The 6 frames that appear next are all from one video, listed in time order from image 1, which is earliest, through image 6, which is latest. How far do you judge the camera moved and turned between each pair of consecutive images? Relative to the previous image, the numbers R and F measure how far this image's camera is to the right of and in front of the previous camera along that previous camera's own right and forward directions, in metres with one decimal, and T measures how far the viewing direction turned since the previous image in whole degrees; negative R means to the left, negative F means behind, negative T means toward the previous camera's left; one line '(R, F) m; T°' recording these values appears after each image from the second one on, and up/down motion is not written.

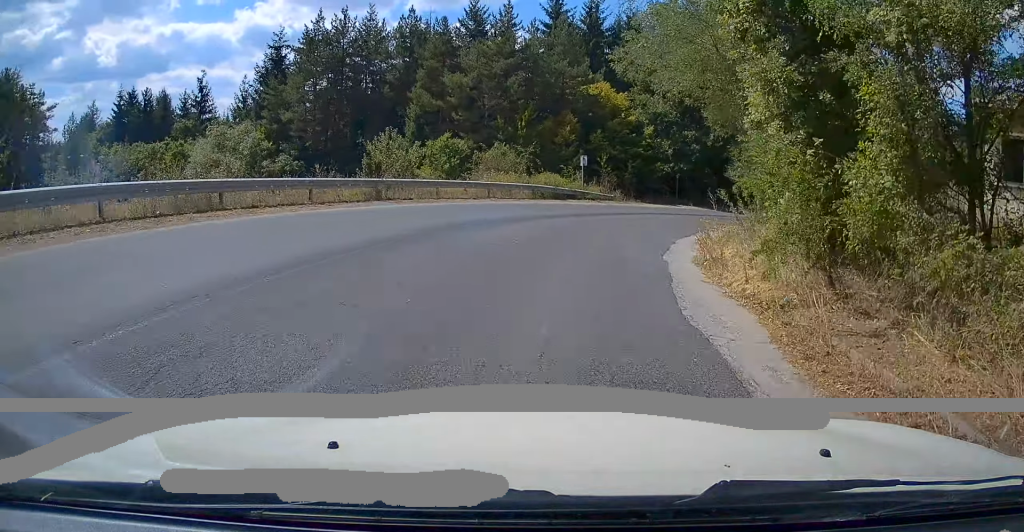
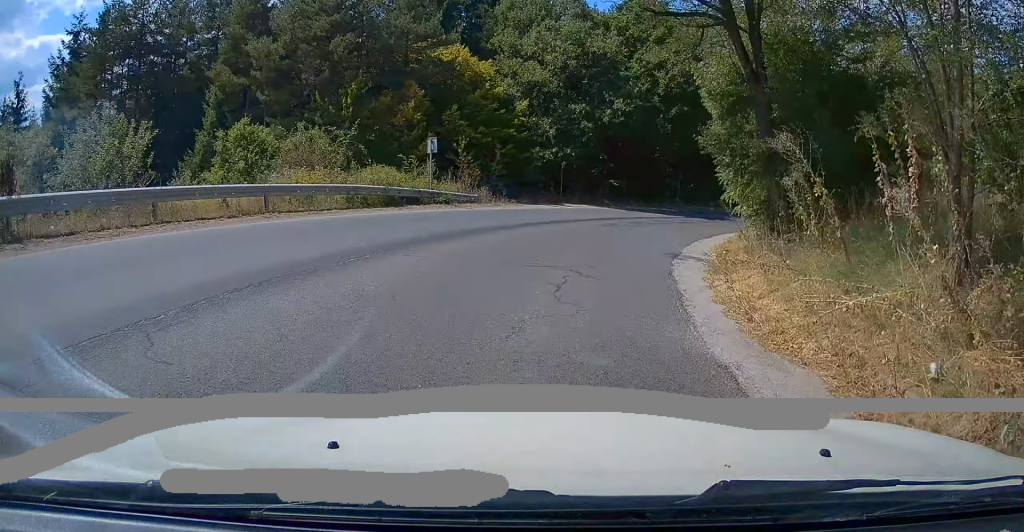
(+1.3, +12.8) m; +11°
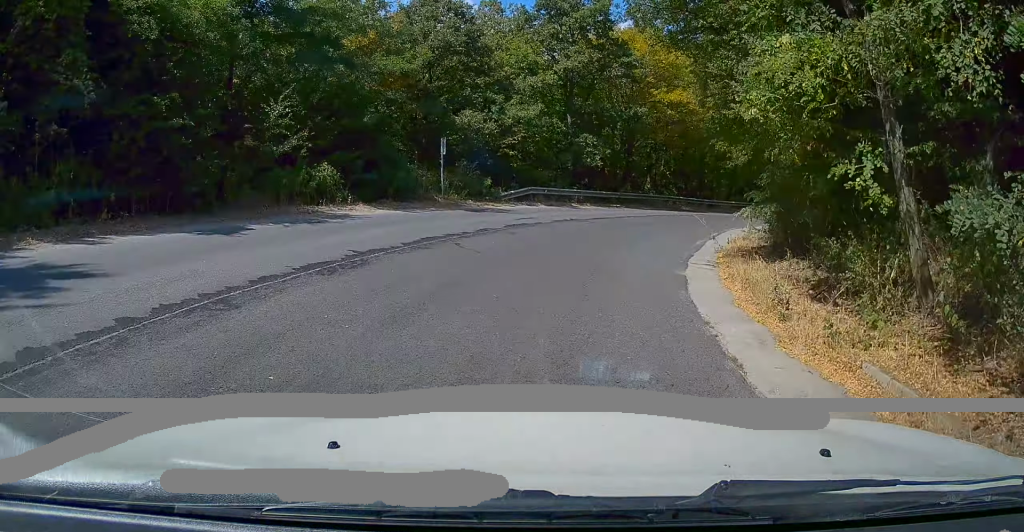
(+18.6, +41.1) m; +53°
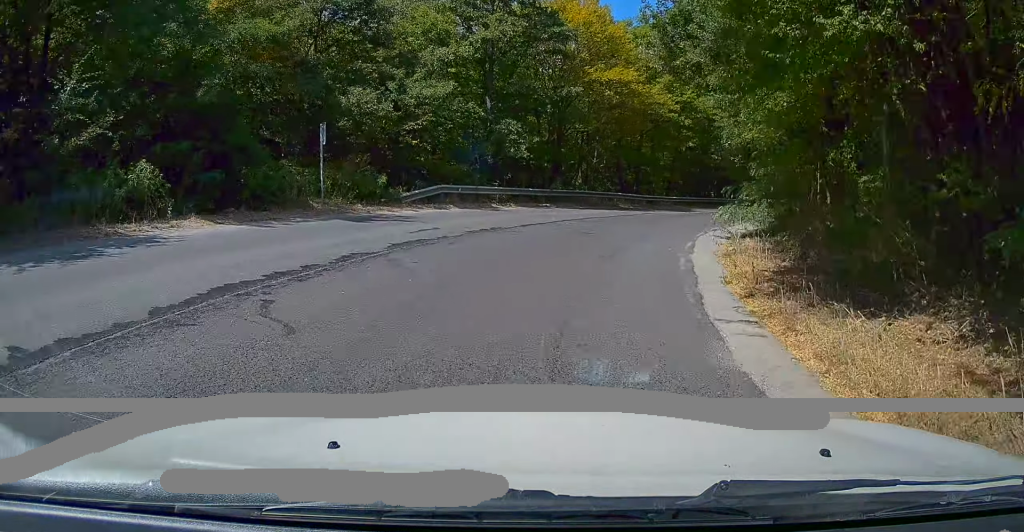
(+0.5, +6.0) m; +7°
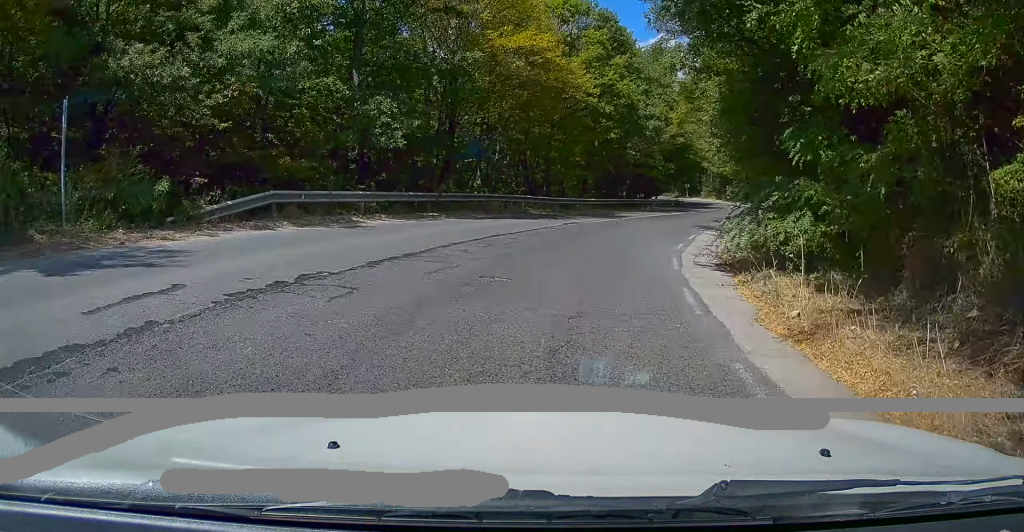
(+0.9, +8.0) m; +9°
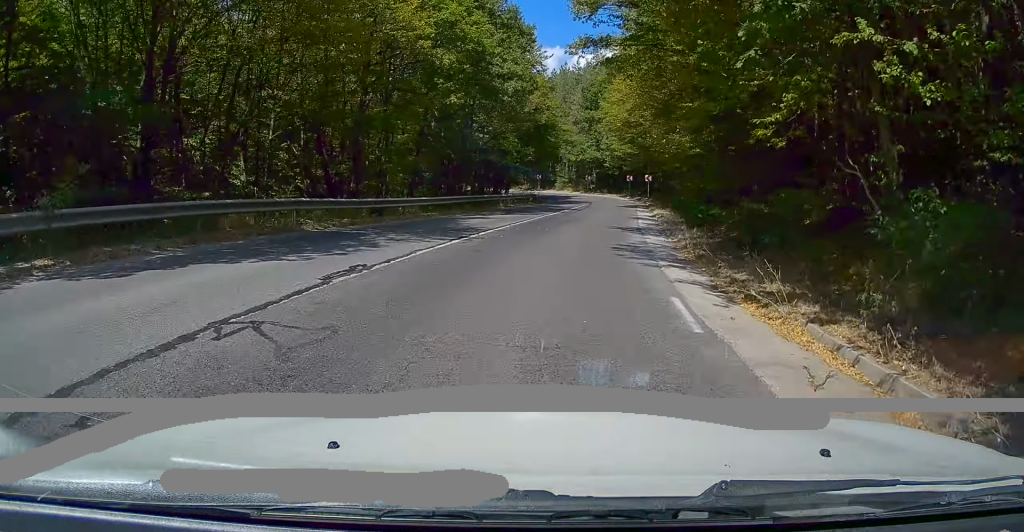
(+1.4, +13.7) m; +8°
